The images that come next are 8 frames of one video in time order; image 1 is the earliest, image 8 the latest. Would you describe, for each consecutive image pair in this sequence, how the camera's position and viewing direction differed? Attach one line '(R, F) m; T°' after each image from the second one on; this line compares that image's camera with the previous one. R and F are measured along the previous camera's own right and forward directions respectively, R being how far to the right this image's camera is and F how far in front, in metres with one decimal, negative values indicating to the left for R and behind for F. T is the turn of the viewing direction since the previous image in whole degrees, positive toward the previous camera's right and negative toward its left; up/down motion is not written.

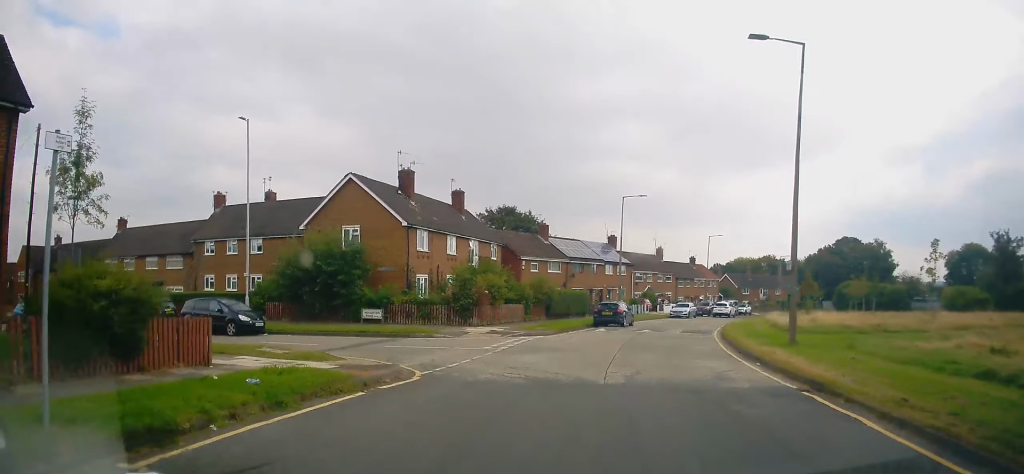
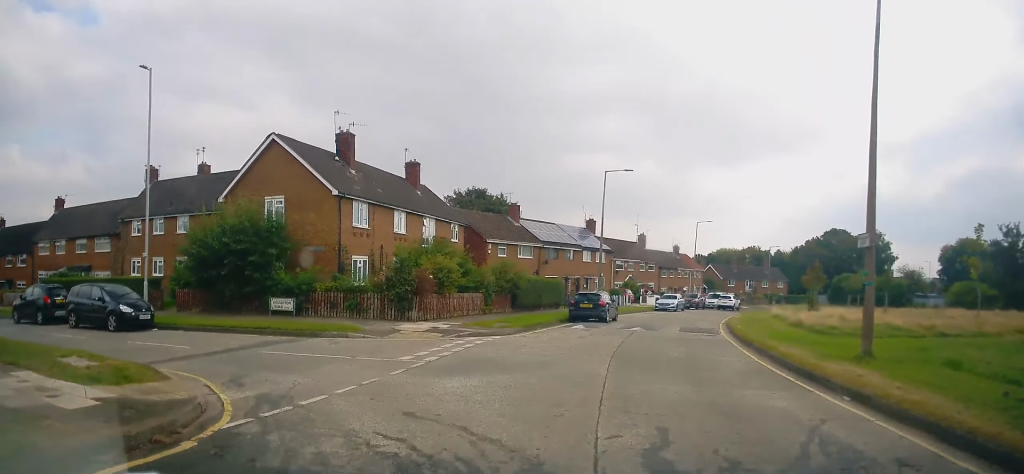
(+0.3, +6.3) m; +4°
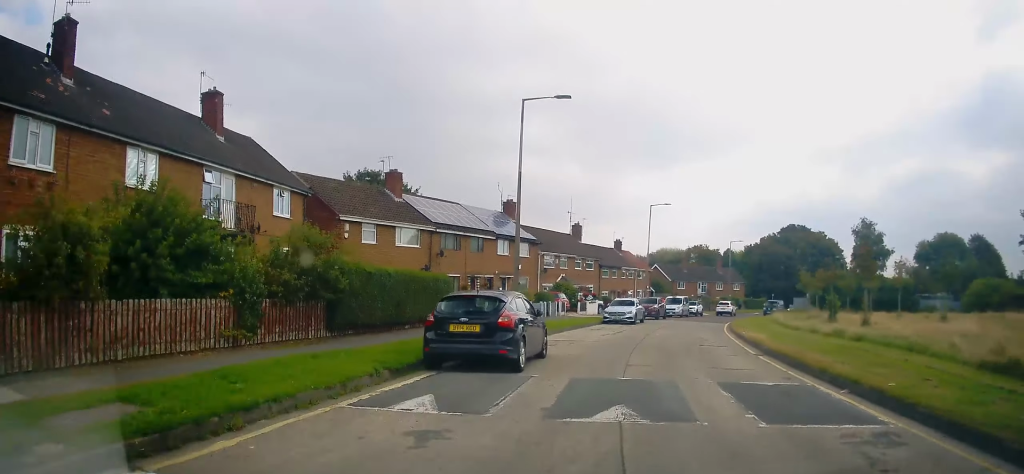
(+1.2, +16.3) m; +9°
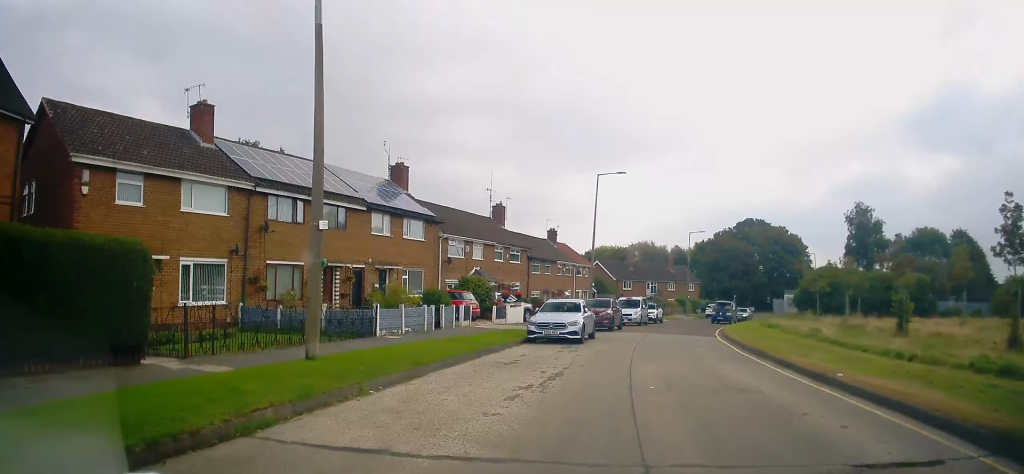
(+0.4, +14.1) m; +4°
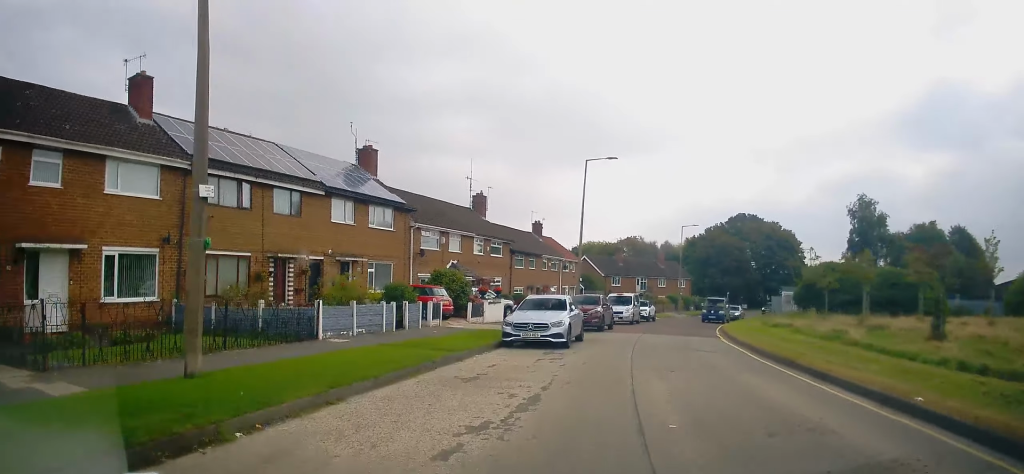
(-0.1, +3.3) m; +2°
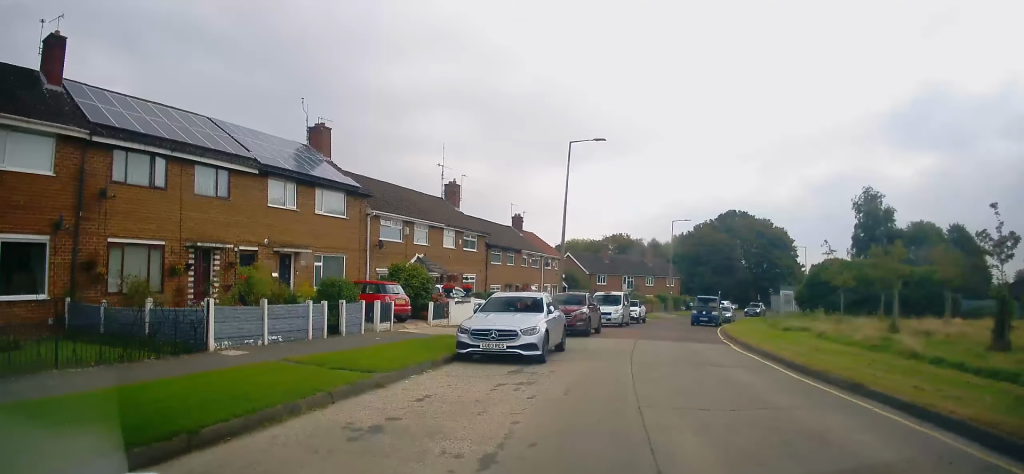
(+0.3, +4.2) m; 0°
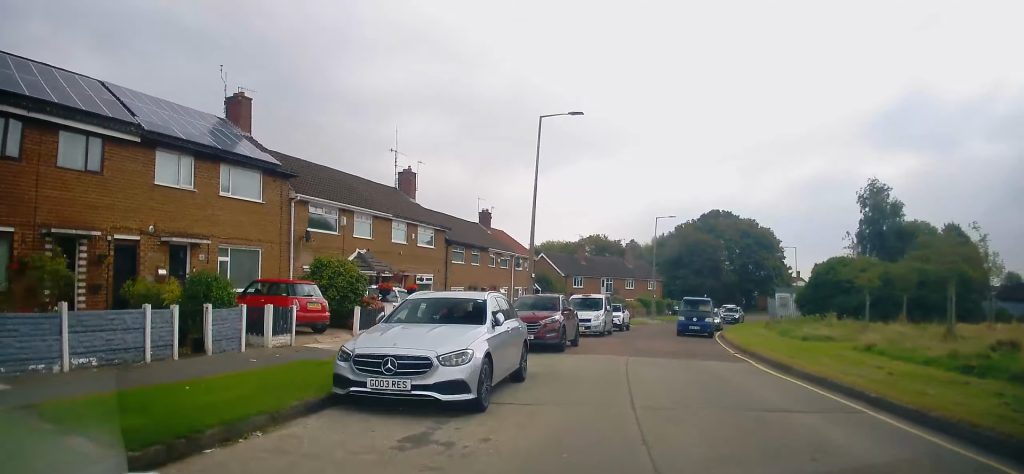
(-0.1, +5.4) m; +2°
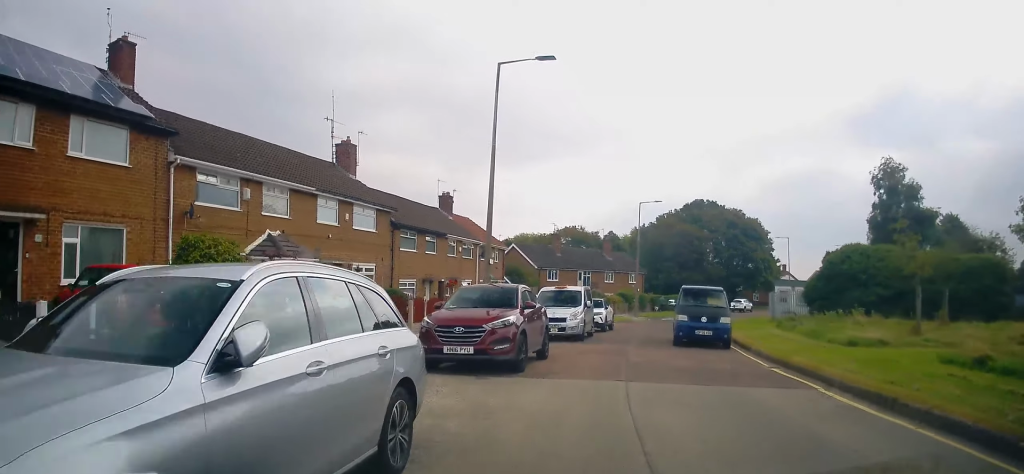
(0.0, +6.0) m; +4°
